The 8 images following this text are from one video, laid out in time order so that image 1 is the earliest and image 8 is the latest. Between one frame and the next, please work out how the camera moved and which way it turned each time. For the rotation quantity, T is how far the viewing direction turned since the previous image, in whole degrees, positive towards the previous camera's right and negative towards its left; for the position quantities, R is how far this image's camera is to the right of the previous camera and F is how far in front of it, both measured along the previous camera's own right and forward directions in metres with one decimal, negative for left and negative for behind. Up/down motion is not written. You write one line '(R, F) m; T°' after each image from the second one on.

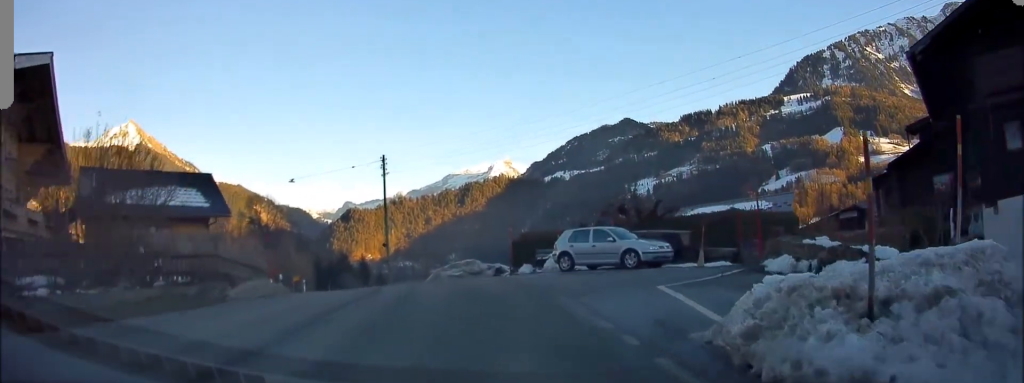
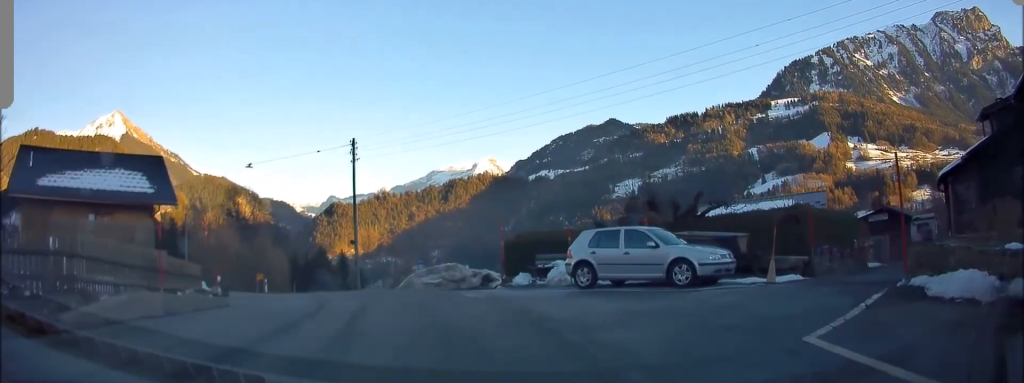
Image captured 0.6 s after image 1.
(+0.2, +5.6) m; +2°
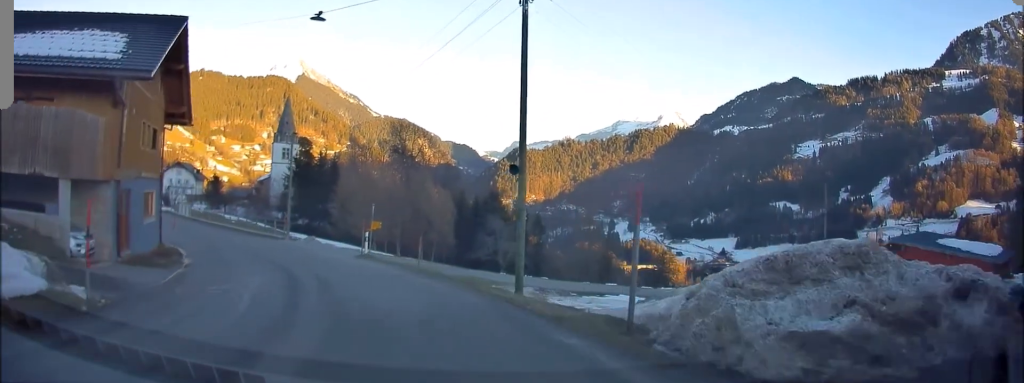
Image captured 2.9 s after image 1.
(-1.6, +19.5) m; -17°
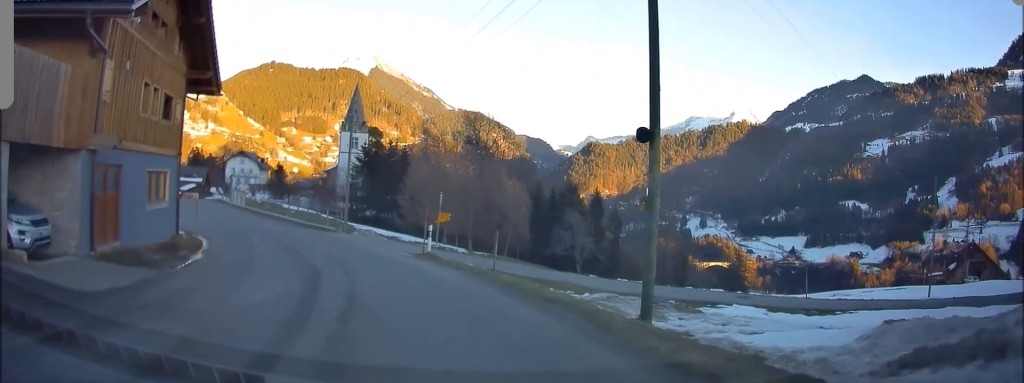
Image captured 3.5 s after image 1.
(-0.3, +5.2) m; -6°
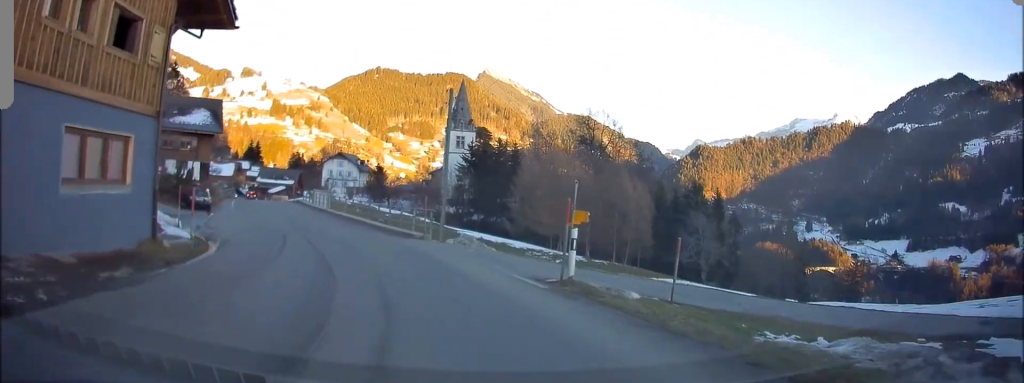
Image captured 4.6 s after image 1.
(-0.9, +9.6) m; -8°
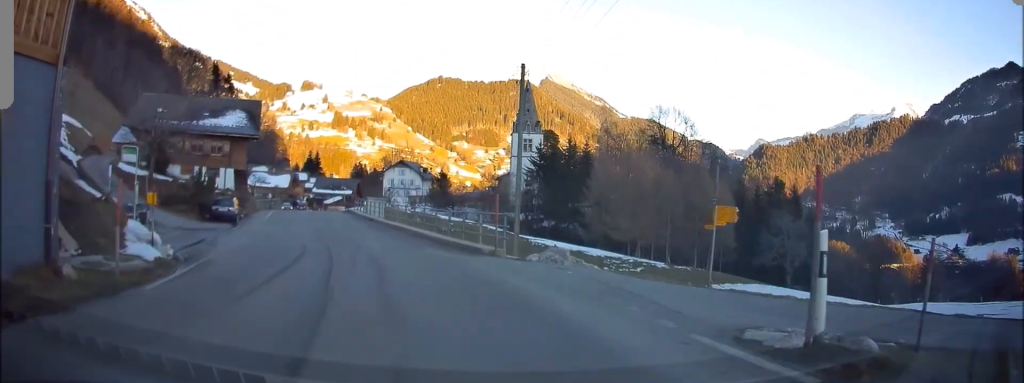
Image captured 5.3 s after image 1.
(-0.1, +7.2) m; -5°
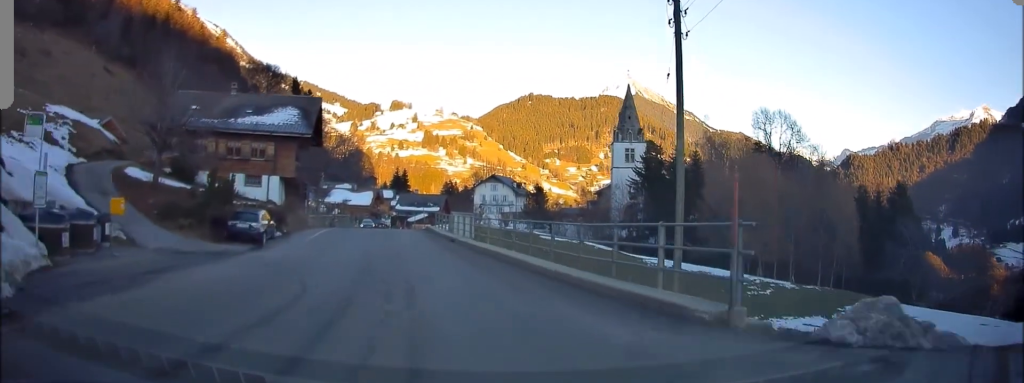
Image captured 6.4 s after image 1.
(-0.7, +9.9) m; -10°
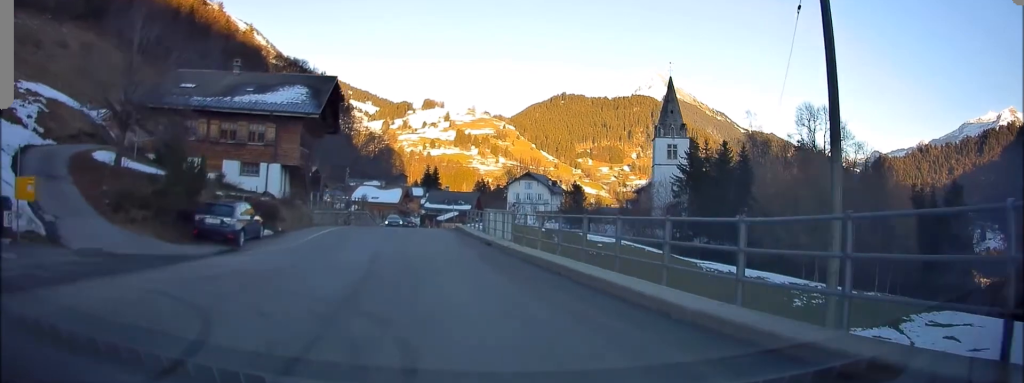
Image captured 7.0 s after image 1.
(-0.5, +6.1) m; -5°
